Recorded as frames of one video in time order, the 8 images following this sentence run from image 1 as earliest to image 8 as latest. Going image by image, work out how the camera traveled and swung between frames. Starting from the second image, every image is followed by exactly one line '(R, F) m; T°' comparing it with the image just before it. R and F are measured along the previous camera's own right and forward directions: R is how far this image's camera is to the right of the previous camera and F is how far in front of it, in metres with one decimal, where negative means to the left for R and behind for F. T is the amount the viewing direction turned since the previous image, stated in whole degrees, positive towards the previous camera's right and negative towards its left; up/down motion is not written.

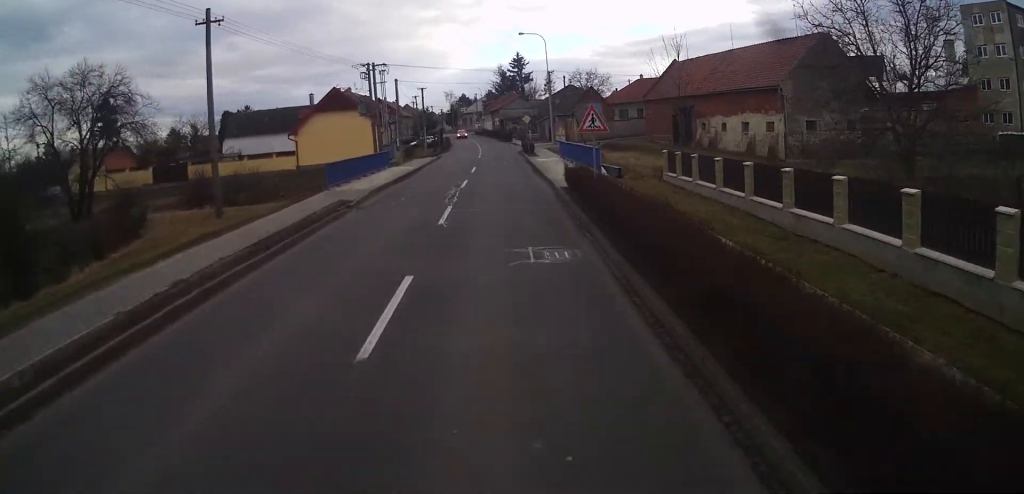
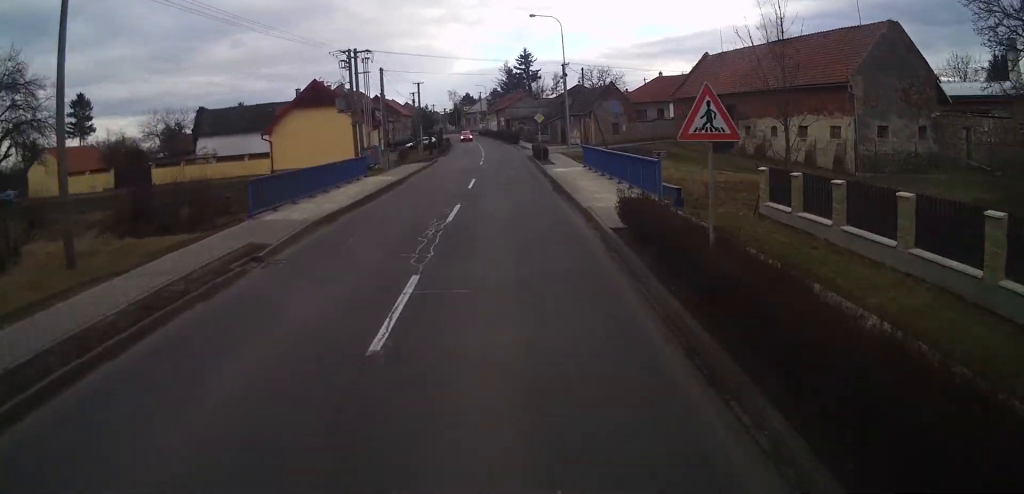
(+0.2, +8.9) m; 0°
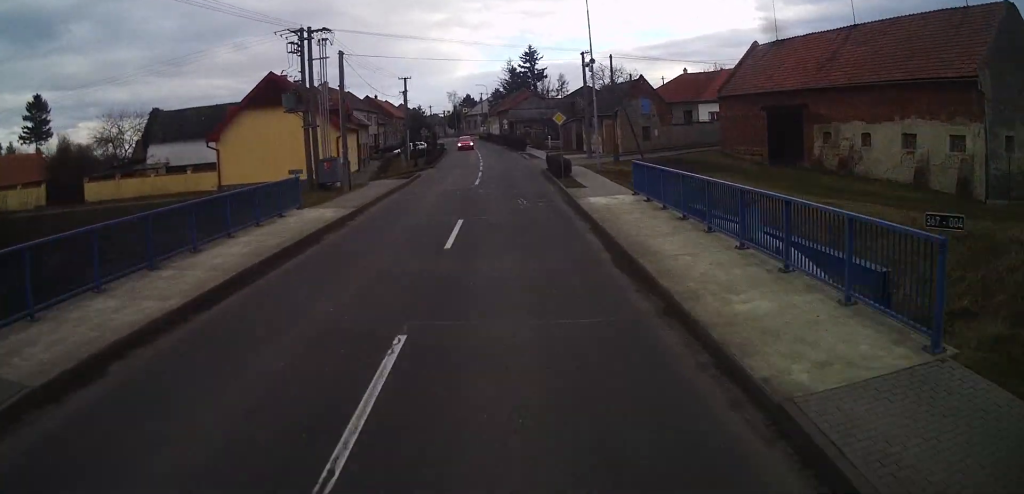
(-0.1, +11.5) m; -1°
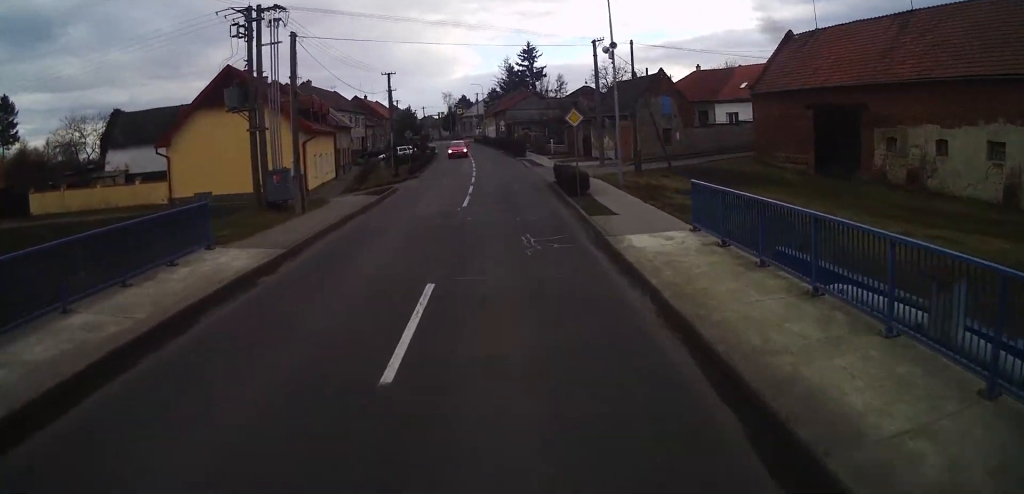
(-0.1, +6.8) m; -1°
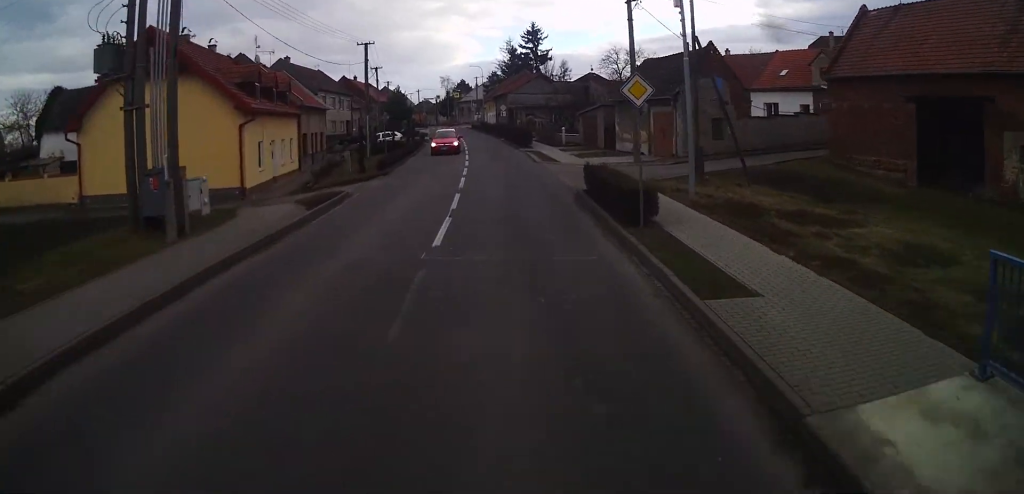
(0.0, +9.4) m; 0°
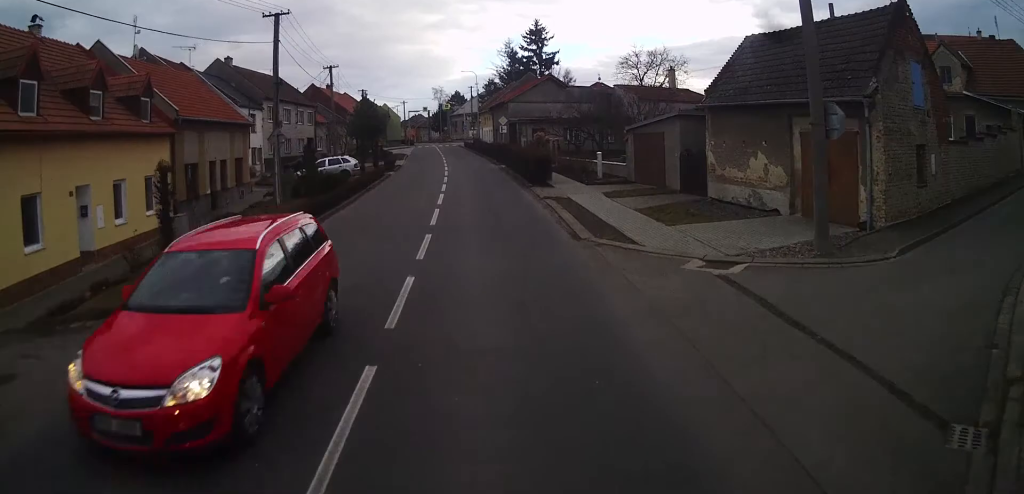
(-0.1, +16.8) m; 0°
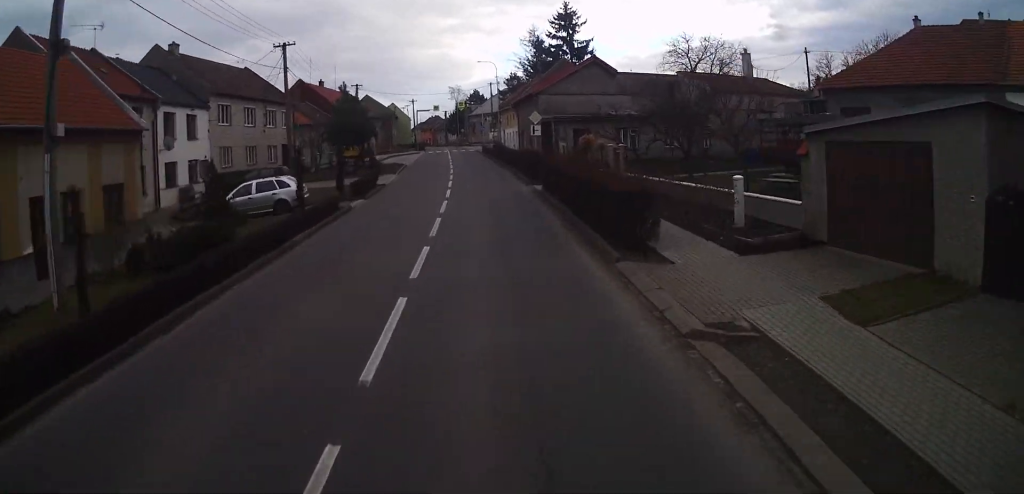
(0.0, +14.6) m; 0°
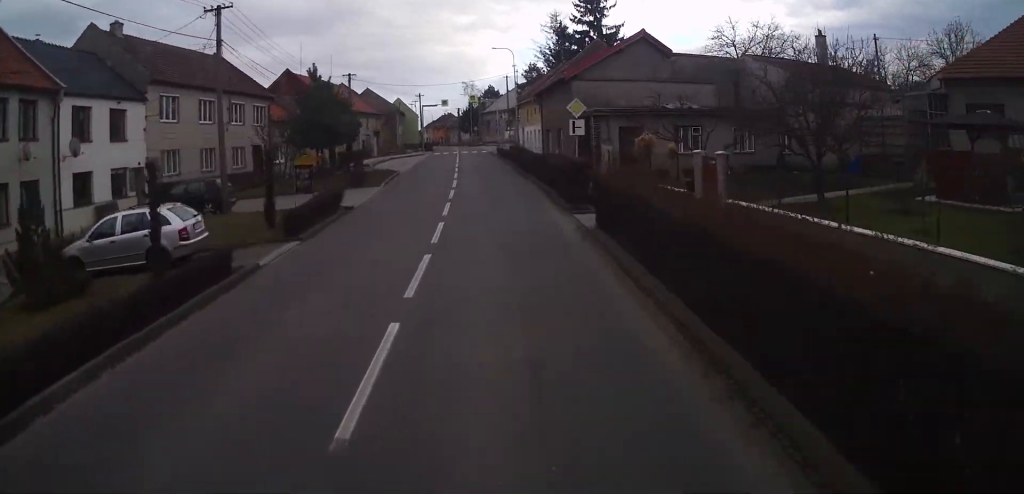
(0.0, +10.0) m; 0°
